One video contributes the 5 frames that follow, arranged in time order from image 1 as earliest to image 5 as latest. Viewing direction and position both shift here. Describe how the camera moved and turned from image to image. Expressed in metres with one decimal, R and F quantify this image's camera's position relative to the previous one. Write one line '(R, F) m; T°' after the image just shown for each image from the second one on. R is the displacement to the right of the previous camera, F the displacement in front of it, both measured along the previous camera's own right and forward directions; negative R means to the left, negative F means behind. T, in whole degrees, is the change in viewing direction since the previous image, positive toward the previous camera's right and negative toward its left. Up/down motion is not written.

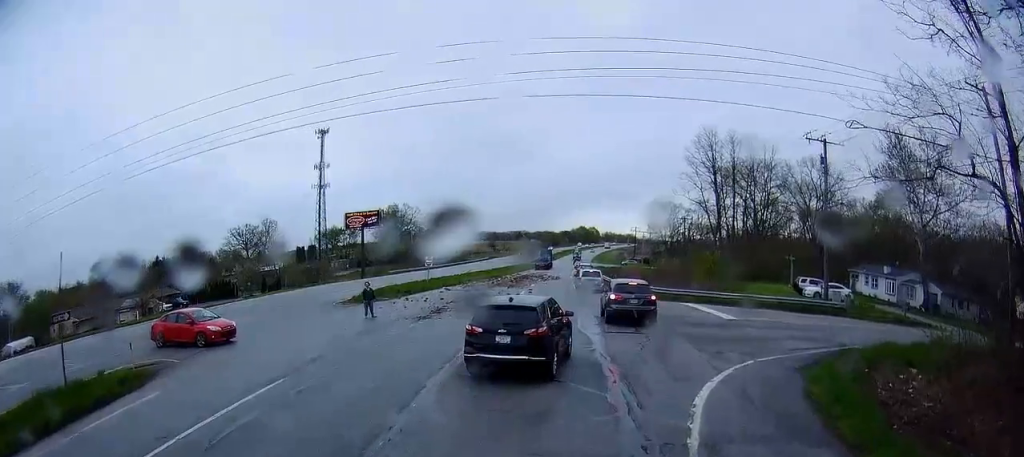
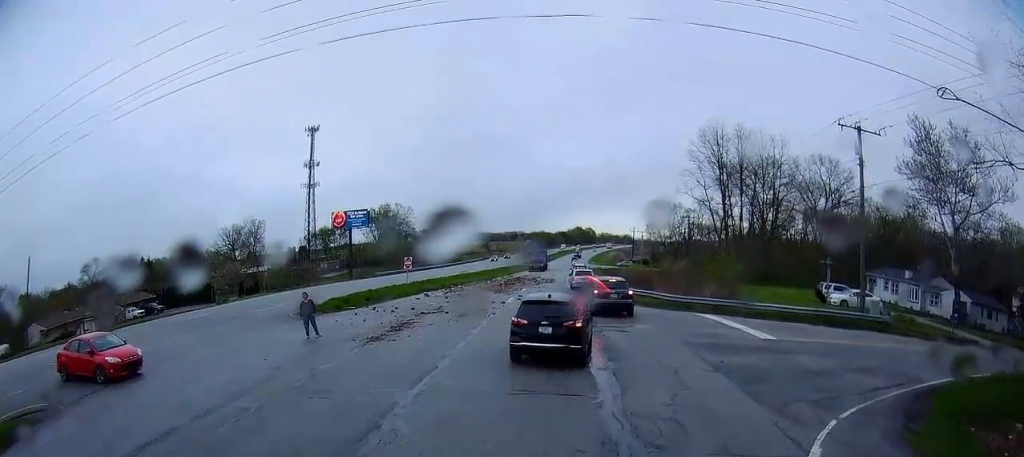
(-1.0, +6.1) m; -1°
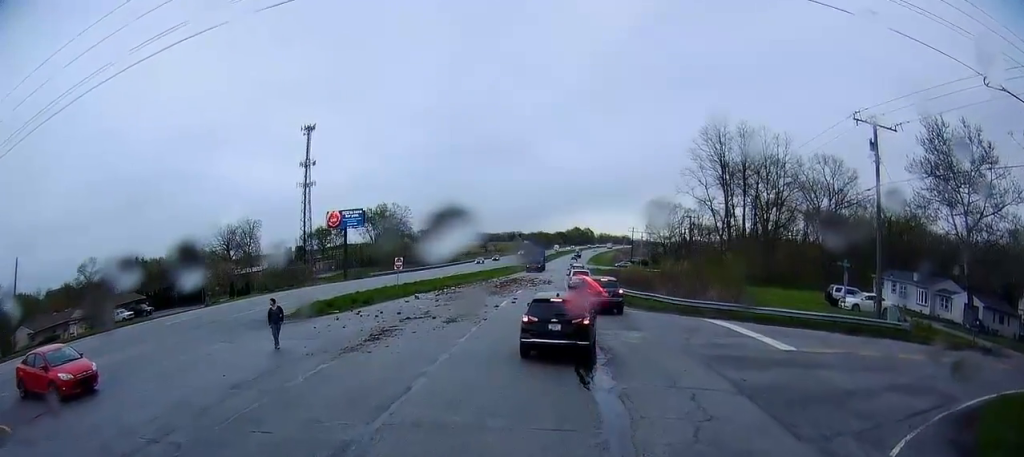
(+0.3, +2.1) m; +3°
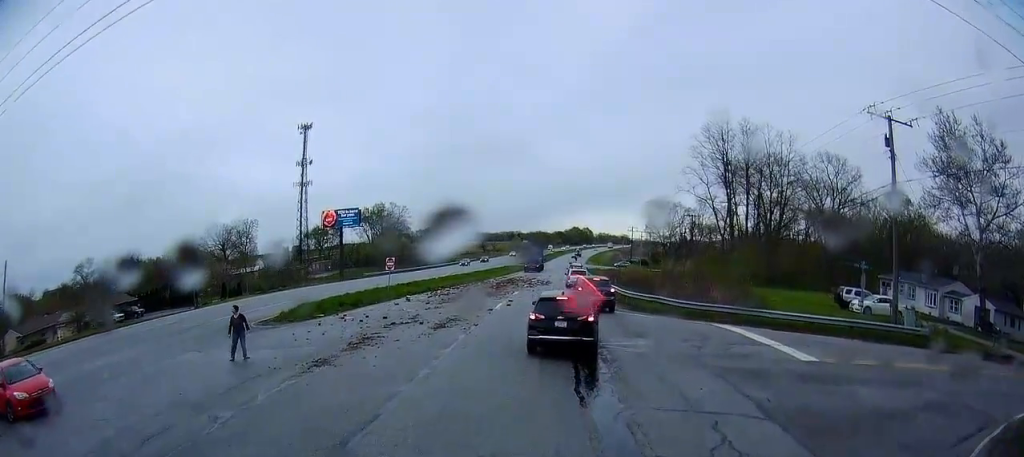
(+0.1, +2.0) m; +1°
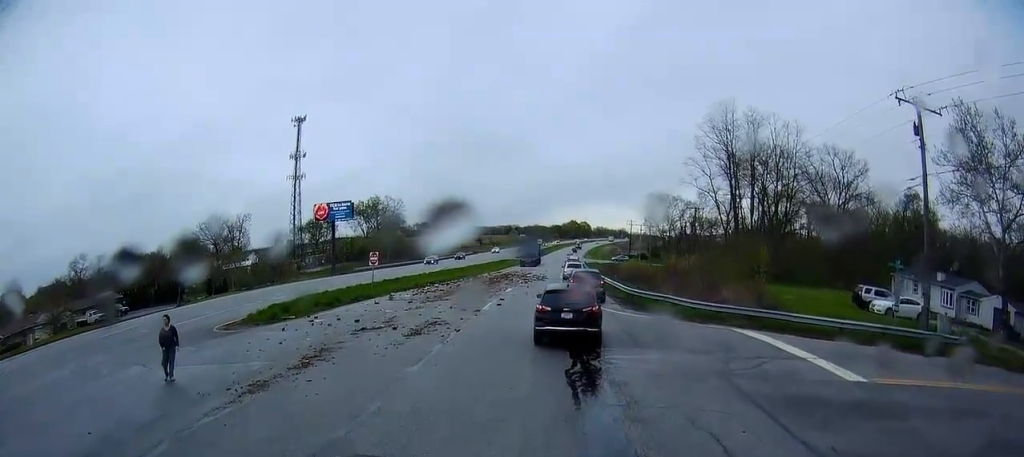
(-0.1, +3.4) m; -1°
